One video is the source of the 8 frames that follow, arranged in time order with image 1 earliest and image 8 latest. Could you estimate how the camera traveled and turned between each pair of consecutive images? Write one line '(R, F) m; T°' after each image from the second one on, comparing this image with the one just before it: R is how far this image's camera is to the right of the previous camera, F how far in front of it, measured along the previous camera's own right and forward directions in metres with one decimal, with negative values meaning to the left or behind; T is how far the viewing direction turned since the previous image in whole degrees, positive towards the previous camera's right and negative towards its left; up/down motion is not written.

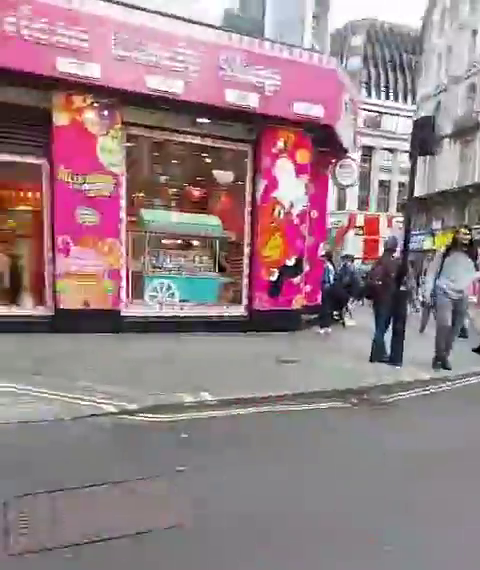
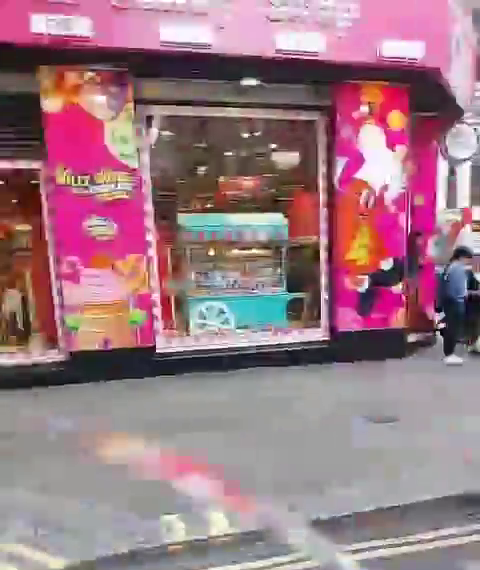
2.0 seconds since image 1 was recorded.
(-0.7, +3.6) m; -11°
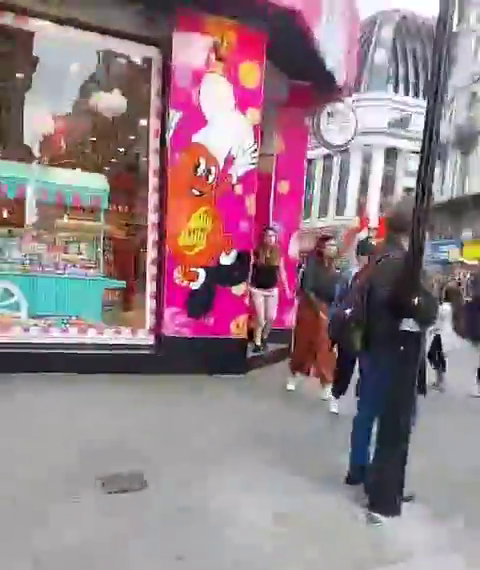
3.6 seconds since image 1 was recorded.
(0.0, +3.0) m; 0°
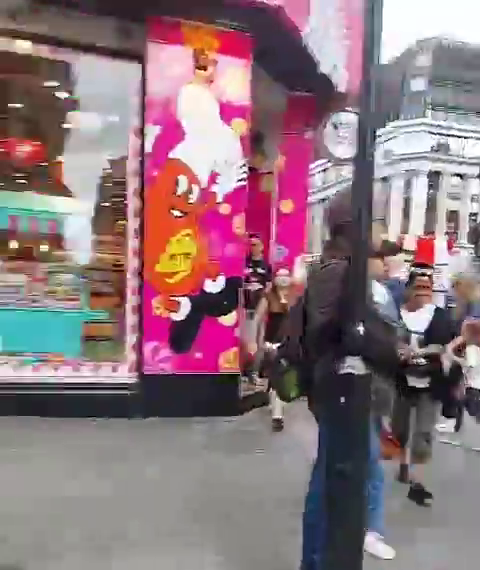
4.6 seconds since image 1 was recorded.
(0.0, +2.0) m; 0°
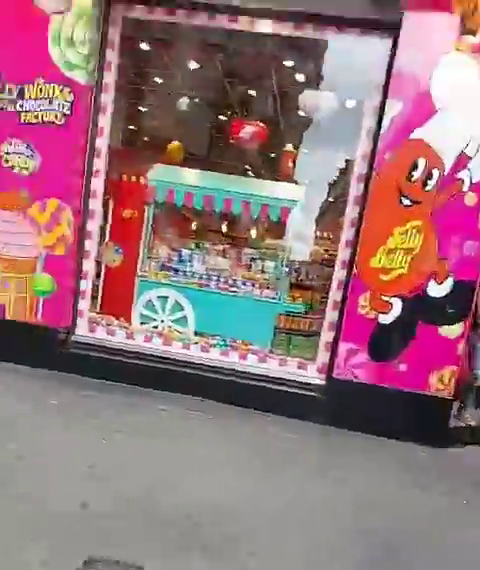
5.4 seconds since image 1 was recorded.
(0.0, +1.3) m; -5°
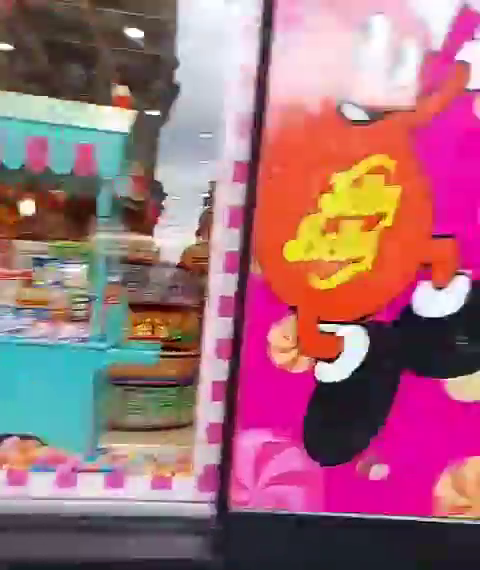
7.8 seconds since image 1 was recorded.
(-0.6, +3.5) m; -8°
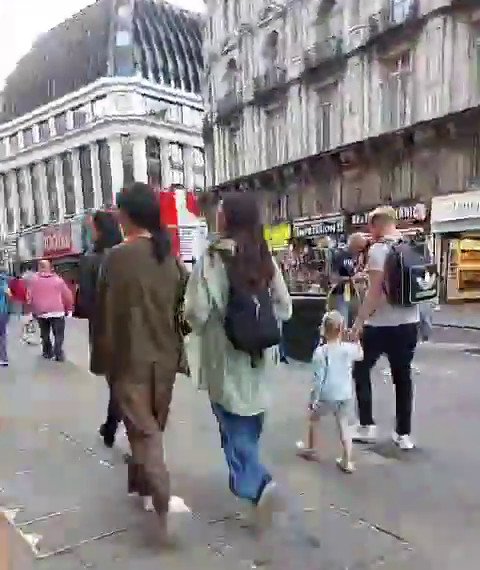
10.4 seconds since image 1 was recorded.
(+0.8, +2.9) m; +27°
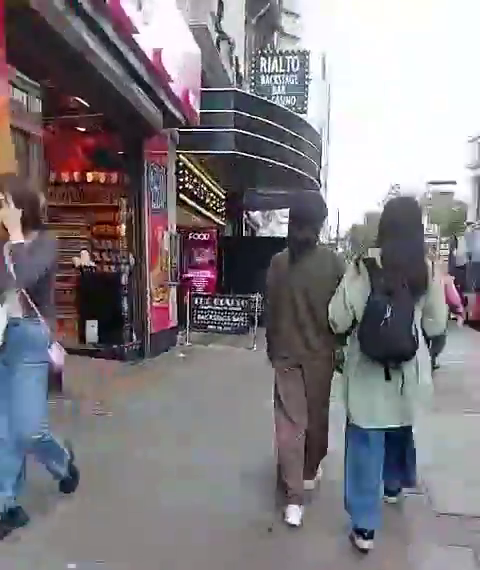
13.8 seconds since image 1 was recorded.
(-0.9, +4.2) m; -31°
